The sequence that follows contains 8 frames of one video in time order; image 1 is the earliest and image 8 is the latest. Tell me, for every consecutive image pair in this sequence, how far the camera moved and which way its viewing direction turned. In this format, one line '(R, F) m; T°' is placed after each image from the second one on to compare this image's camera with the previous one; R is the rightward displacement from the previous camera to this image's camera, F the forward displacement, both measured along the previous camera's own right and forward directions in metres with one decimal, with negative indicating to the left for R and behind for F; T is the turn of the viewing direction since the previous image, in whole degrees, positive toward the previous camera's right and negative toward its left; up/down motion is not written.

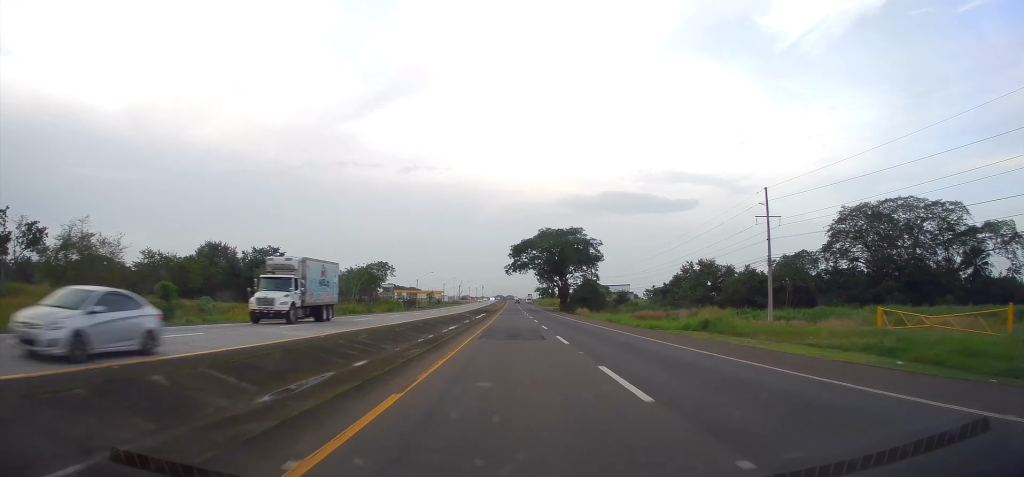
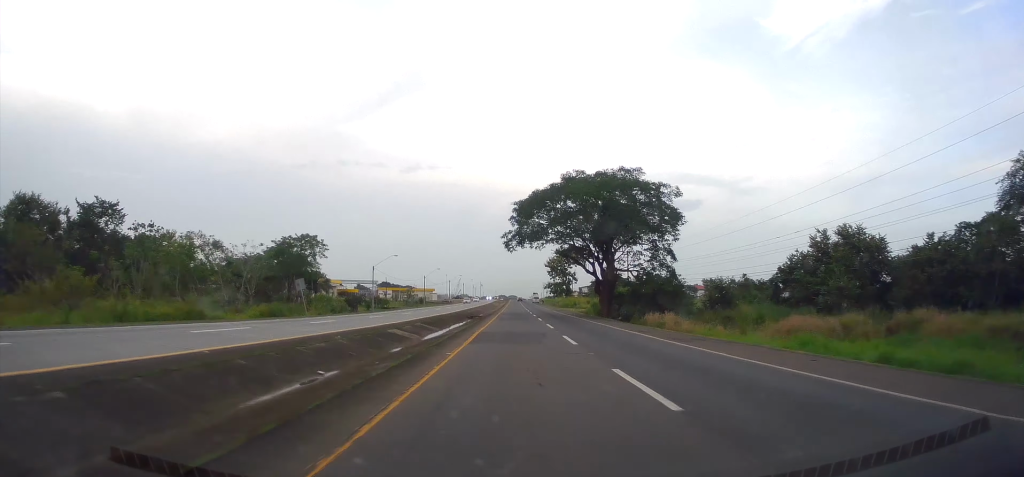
(+0.5, +46.7) m; 0°
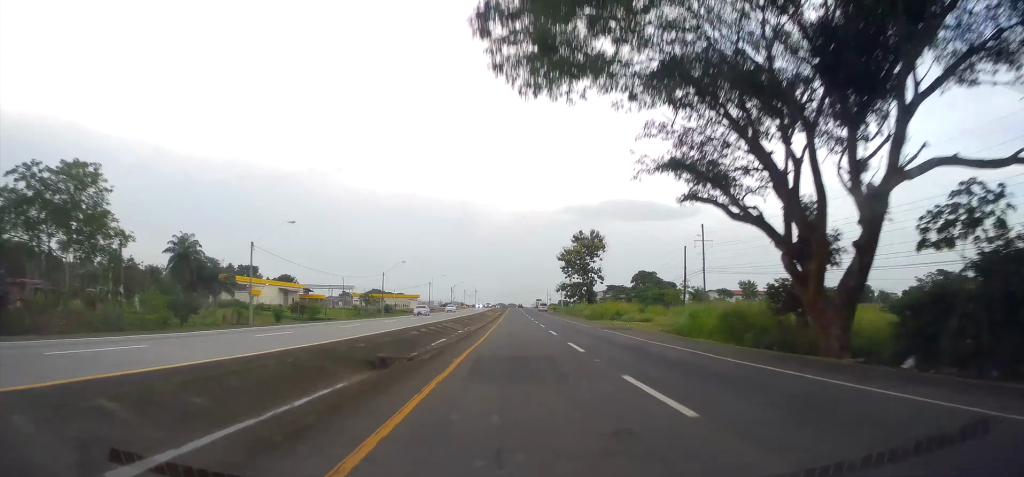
(0.0, +44.8) m; 0°
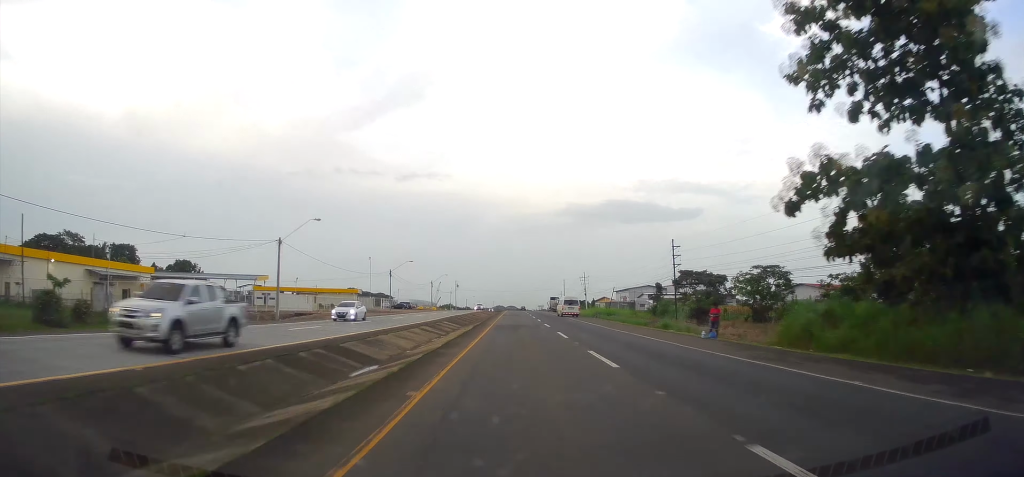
(-0.4, +95.8) m; 0°
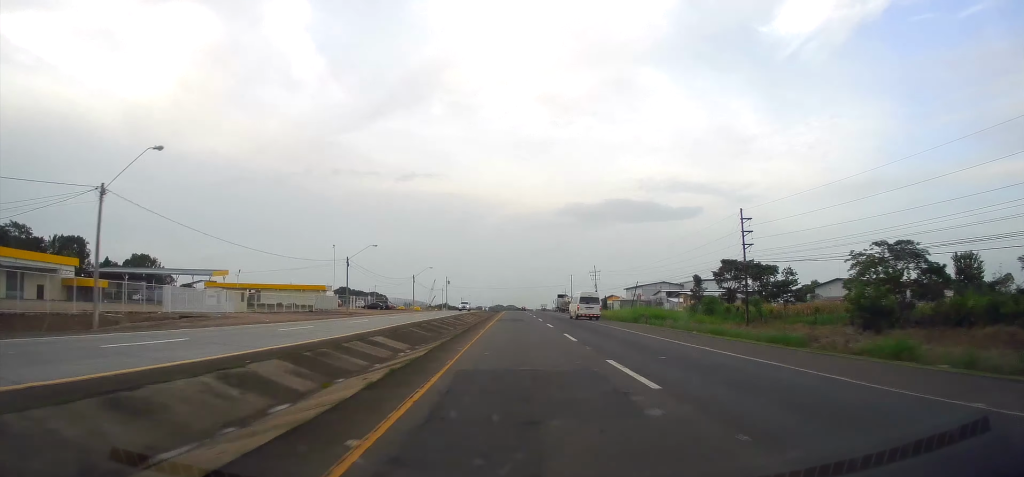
(+0.2, +25.5) m; 0°
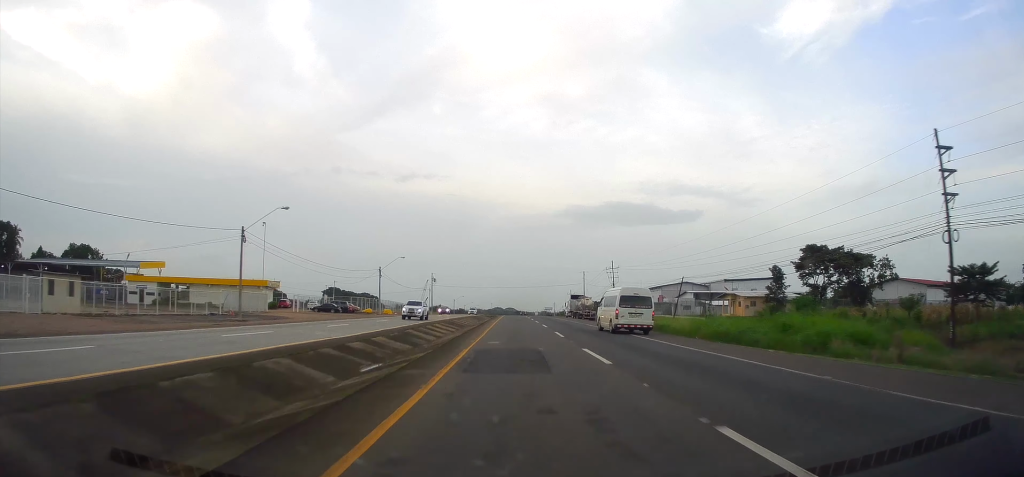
(+0.1, +29.7) m; 0°
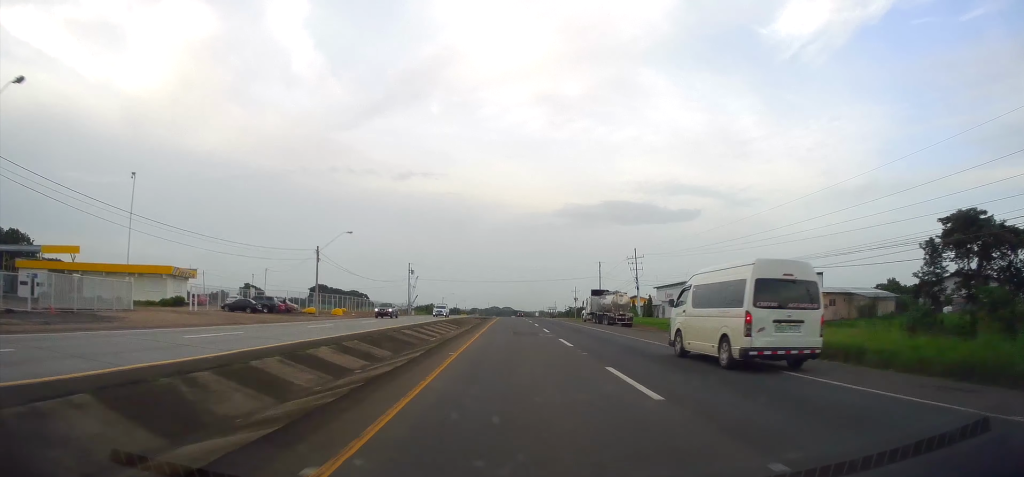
(-0.2, +27.5) m; 0°
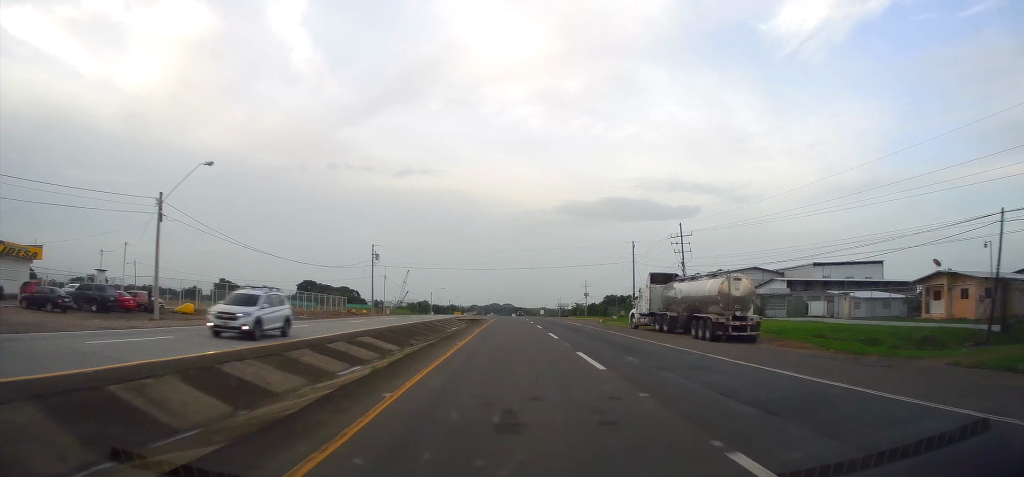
(0.0, +29.6) m; 0°
